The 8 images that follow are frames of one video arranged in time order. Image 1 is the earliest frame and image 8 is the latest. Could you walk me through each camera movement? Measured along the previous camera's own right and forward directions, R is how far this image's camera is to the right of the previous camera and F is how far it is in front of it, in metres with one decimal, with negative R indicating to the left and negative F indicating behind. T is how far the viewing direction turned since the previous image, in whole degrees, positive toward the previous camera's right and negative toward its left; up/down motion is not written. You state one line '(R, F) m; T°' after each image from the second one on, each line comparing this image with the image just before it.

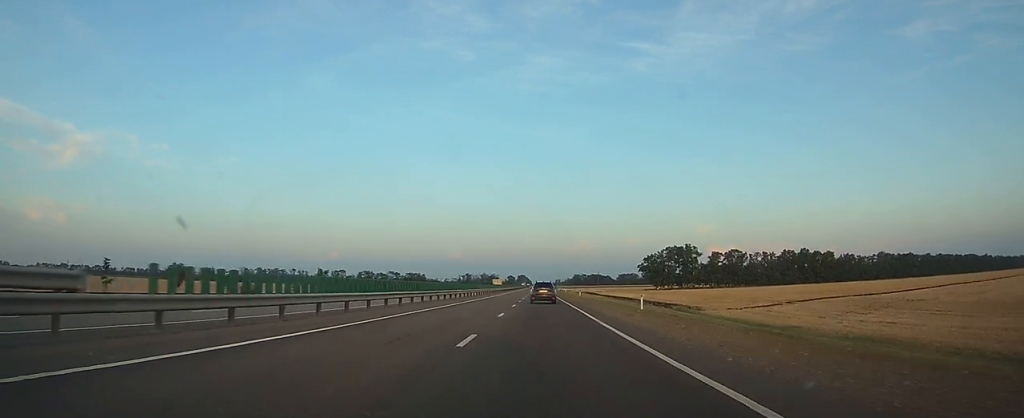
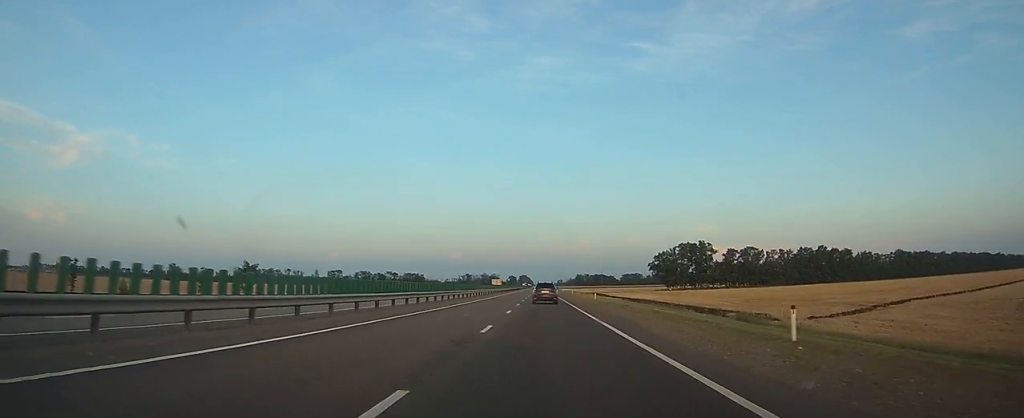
(-0.1, +19.6) m; 0°
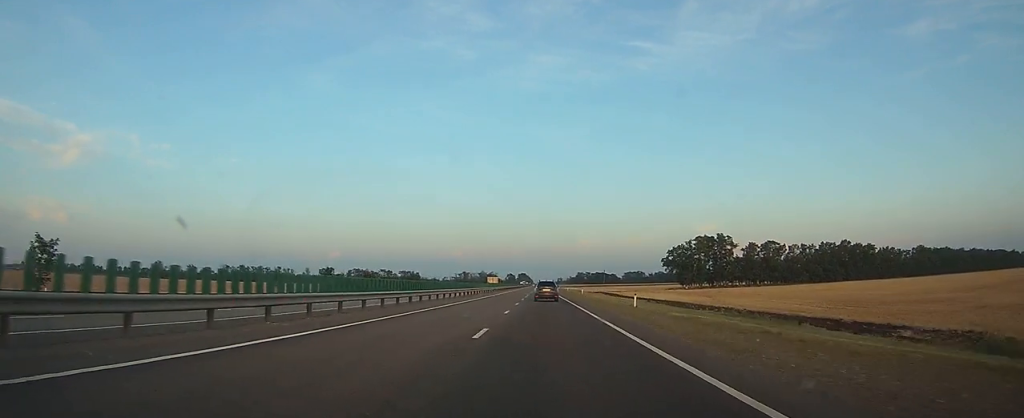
(+0.1, +25.8) m; 0°
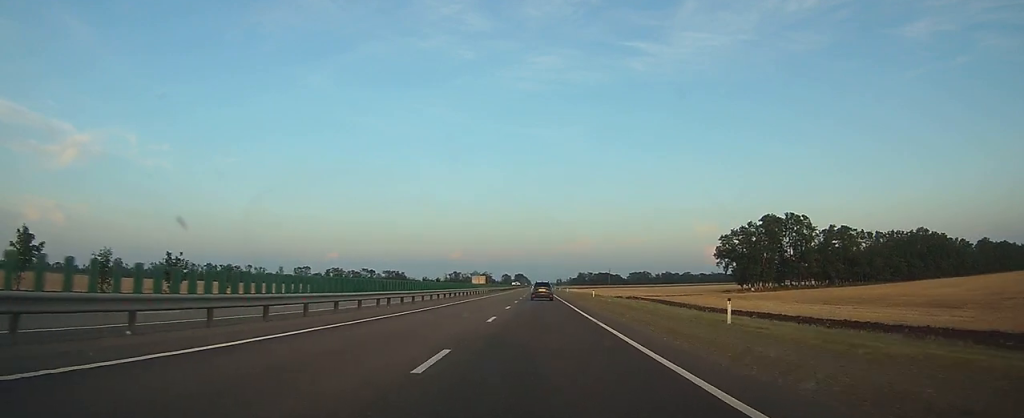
(-0.2, +64.6) m; 0°
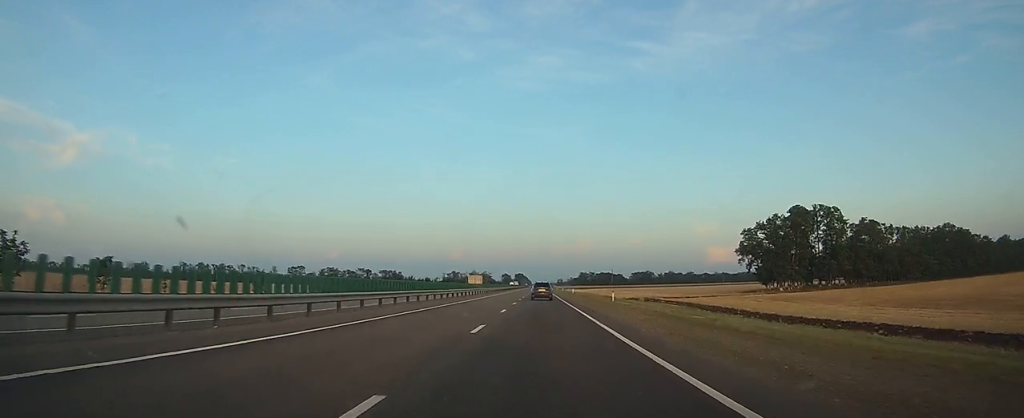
(0.0, +16.4) m; 0°
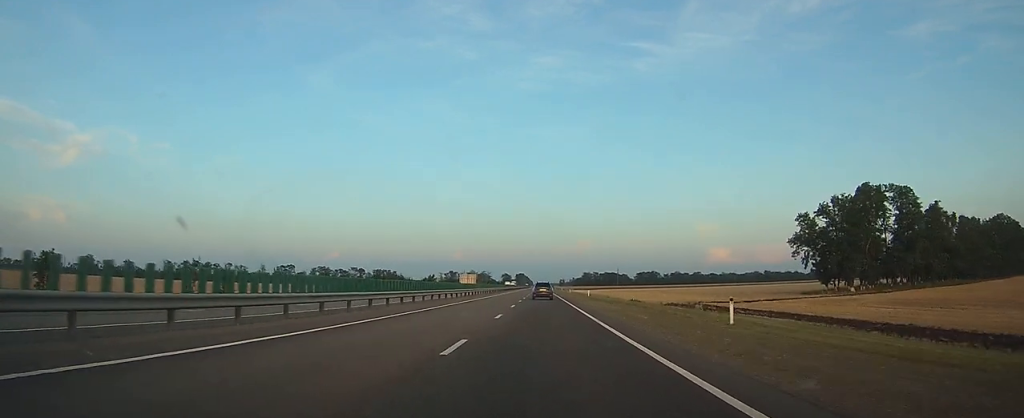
(0.0, +28.7) m; 0°
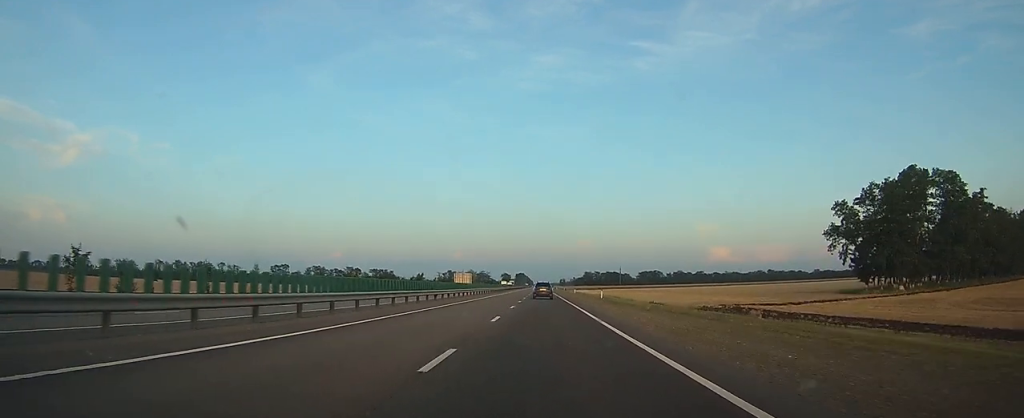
(0.0, +13.9) m; 0°
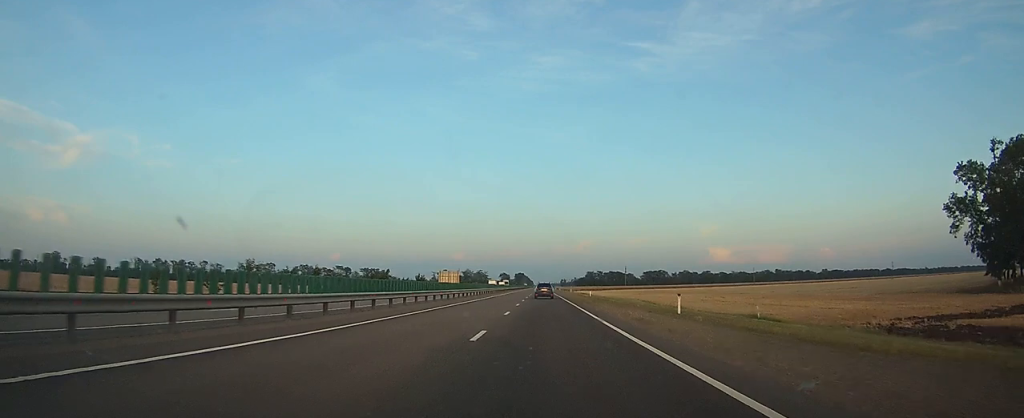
(-0.1, +30.6) m; 0°
